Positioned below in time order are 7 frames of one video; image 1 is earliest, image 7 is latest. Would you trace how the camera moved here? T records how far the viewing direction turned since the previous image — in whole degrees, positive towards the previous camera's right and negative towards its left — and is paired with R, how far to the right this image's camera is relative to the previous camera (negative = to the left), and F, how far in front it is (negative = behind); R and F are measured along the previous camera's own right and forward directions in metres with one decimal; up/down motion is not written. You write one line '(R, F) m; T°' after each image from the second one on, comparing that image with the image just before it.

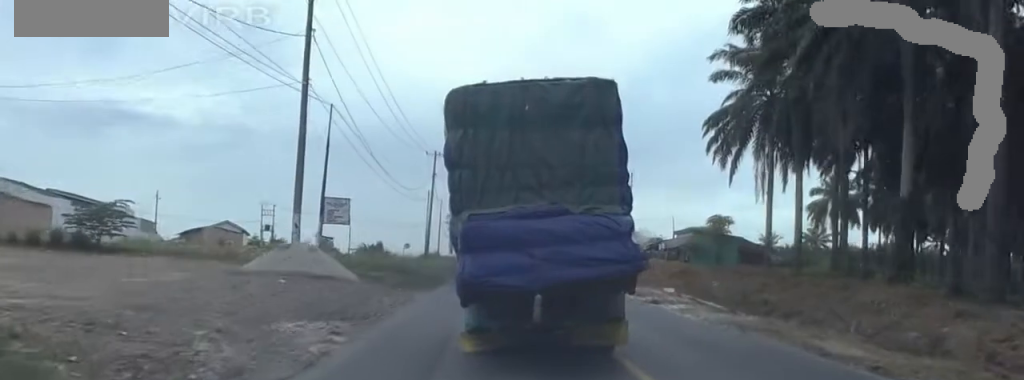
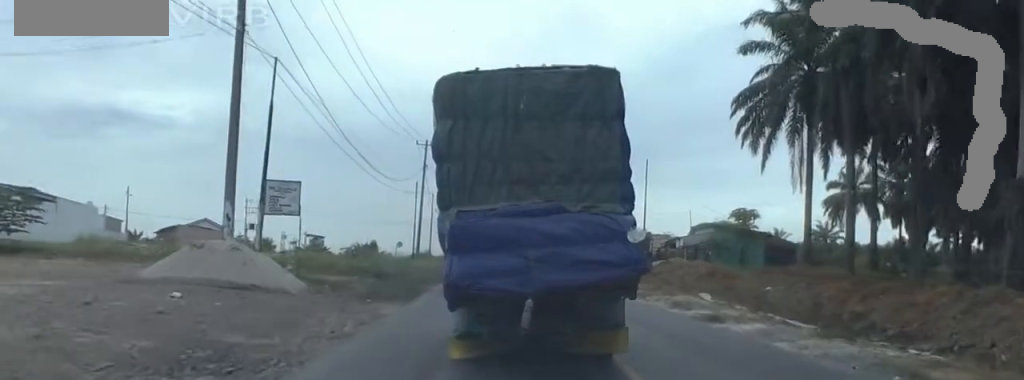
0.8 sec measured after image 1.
(-1.1, +8.4) m; -1°
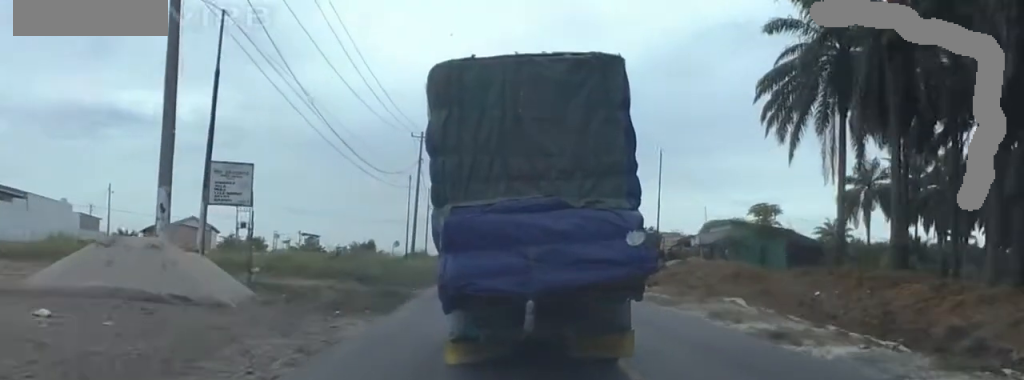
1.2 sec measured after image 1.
(+0.7, +6.3) m; +1°
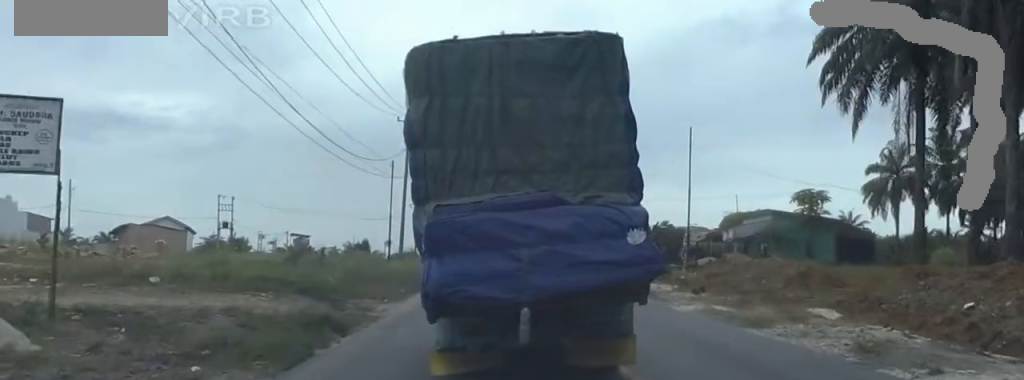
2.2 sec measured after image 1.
(+0.2, +11.4) m; +1°
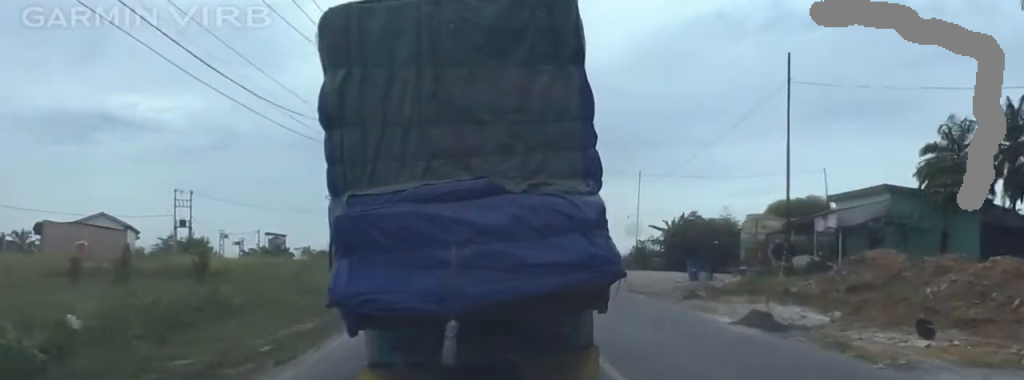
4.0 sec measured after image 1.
(+0.4, +17.8) m; 0°
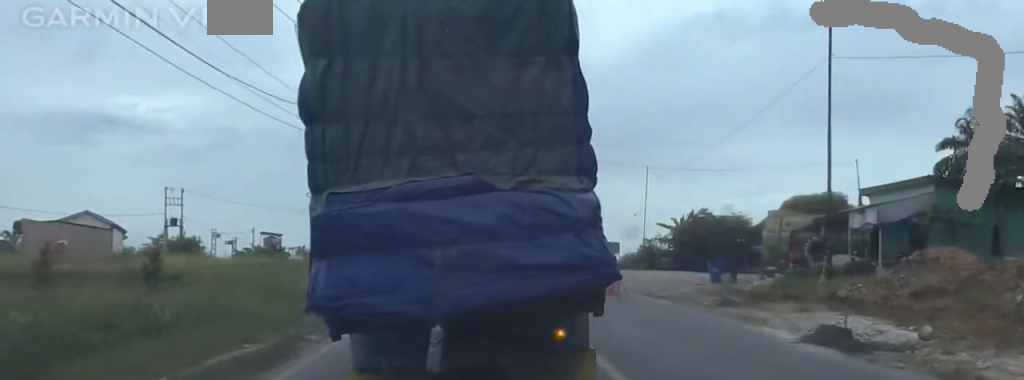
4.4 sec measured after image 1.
(-0.4, +3.7) m; -2°
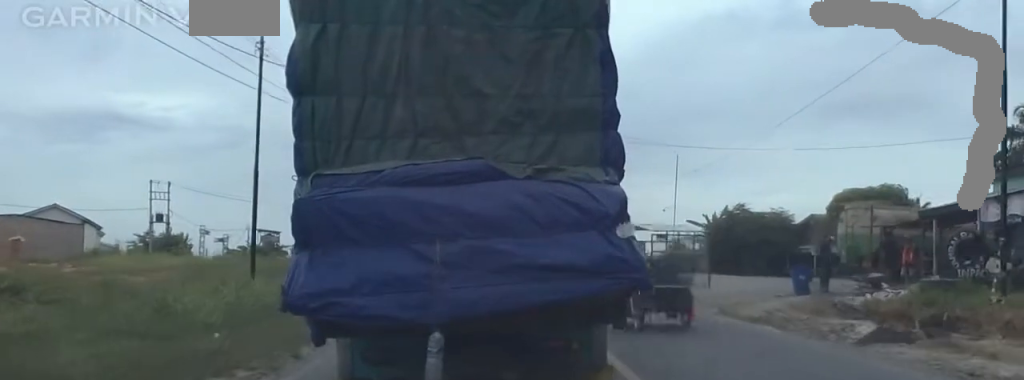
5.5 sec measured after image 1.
(0.0, +8.7) m; +1°
